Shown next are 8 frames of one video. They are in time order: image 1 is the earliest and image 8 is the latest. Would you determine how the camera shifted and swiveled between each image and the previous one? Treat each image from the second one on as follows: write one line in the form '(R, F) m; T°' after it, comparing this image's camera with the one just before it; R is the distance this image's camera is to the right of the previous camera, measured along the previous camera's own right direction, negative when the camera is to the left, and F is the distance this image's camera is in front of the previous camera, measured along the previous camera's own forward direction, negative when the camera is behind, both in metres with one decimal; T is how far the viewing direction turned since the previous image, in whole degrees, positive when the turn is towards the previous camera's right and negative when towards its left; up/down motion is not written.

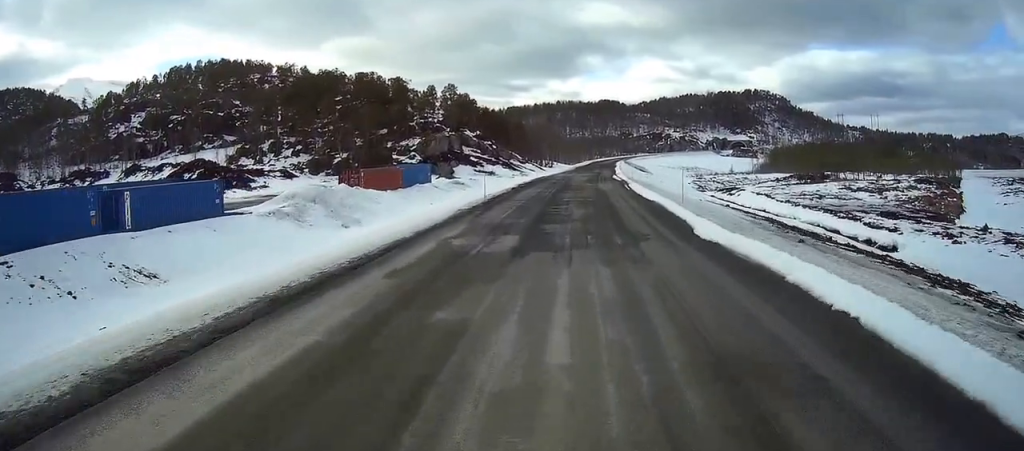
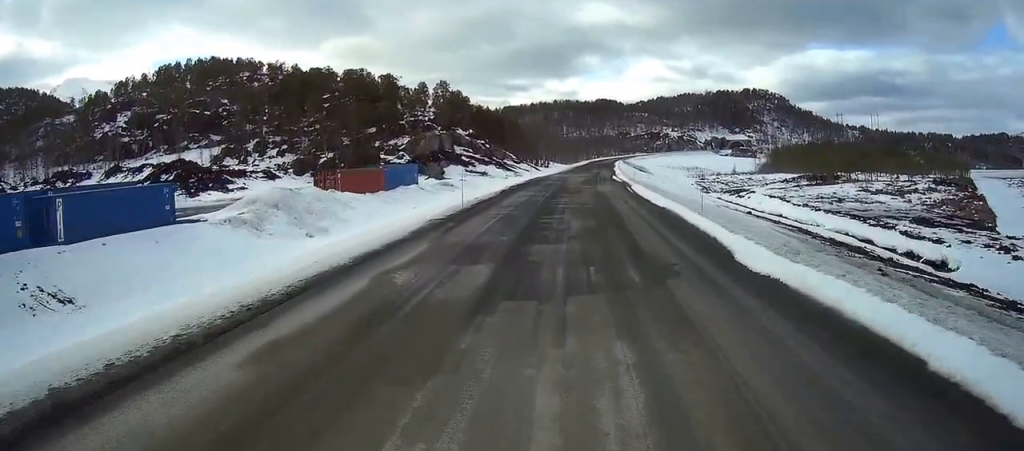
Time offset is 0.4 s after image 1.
(+0.1, +5.9) m; +1°
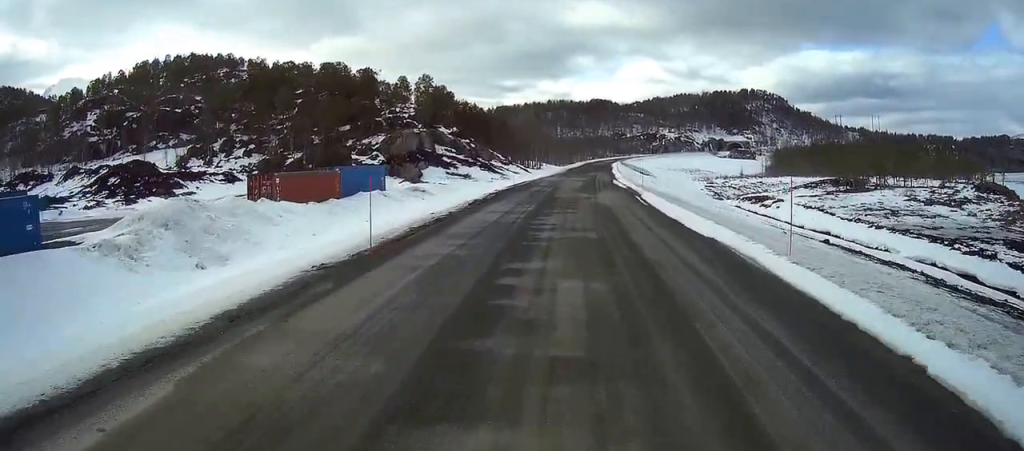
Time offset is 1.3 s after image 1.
(+0.1, +12.1) m; +1°
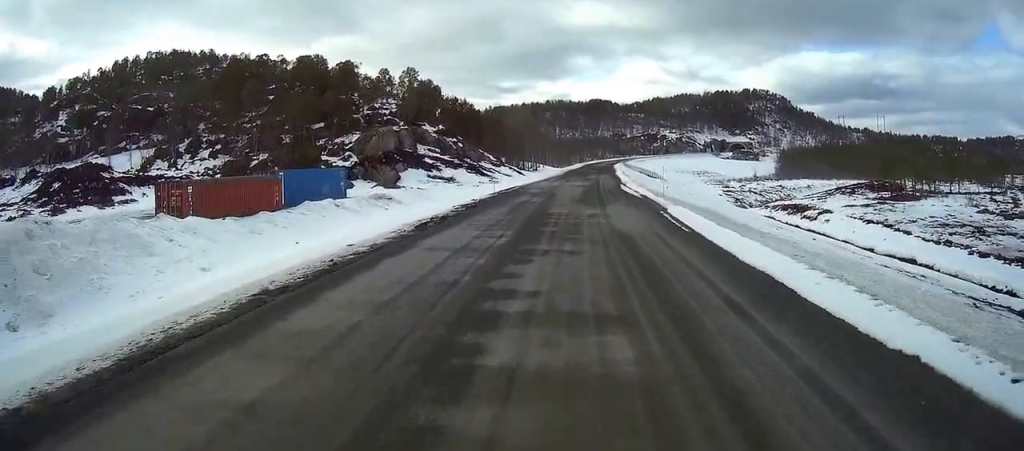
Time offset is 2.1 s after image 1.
(0.0, +12.1) m; 0°
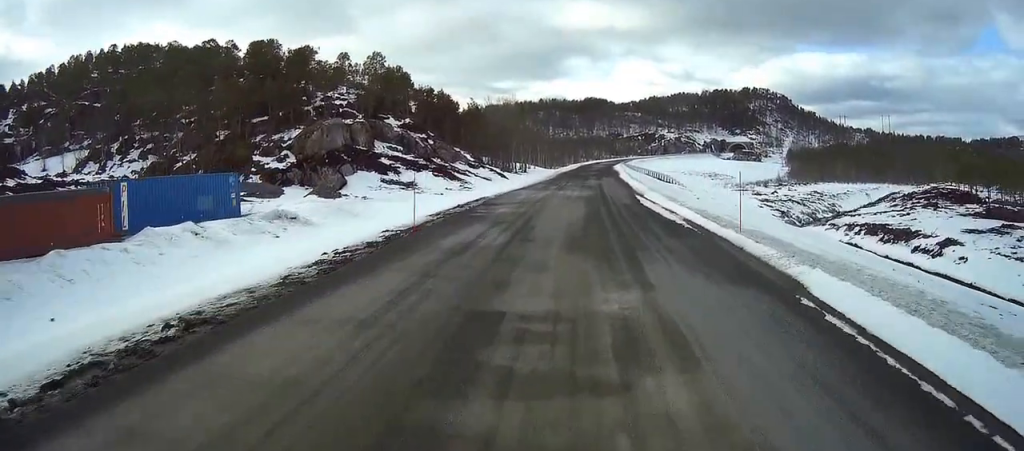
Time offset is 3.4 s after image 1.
(0.0, +19.1) m; 0°
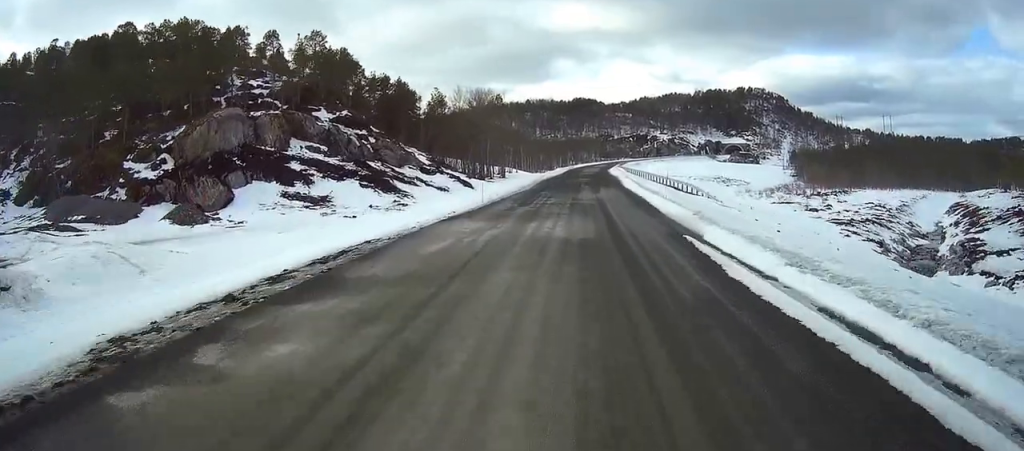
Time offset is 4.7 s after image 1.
(0.0, +22.1) m; 0°
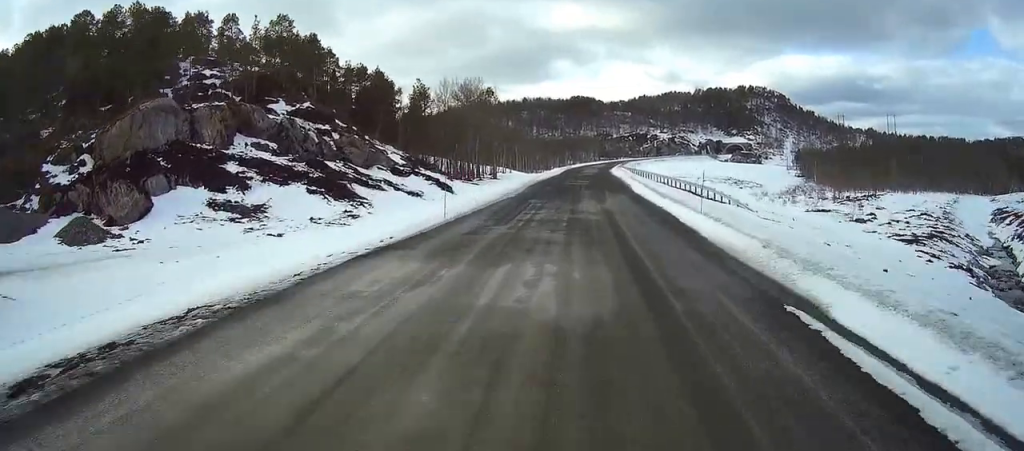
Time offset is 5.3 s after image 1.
(0.0, +10.5) m; 0°
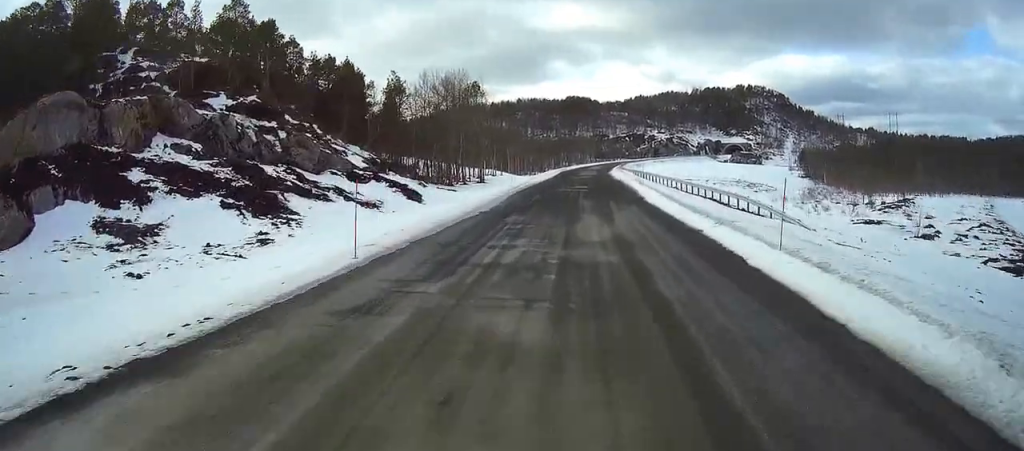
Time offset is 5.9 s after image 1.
(0.0, +10.6) m; 0°
